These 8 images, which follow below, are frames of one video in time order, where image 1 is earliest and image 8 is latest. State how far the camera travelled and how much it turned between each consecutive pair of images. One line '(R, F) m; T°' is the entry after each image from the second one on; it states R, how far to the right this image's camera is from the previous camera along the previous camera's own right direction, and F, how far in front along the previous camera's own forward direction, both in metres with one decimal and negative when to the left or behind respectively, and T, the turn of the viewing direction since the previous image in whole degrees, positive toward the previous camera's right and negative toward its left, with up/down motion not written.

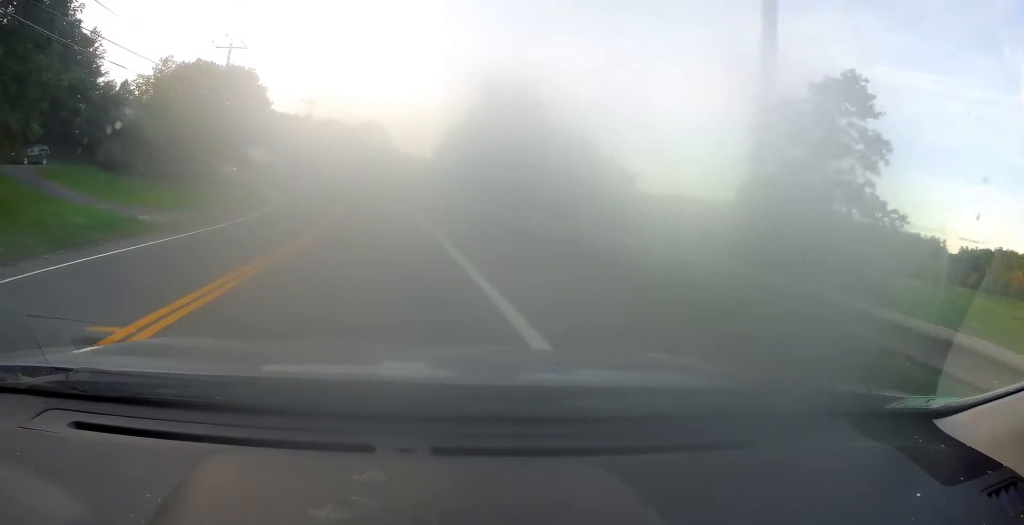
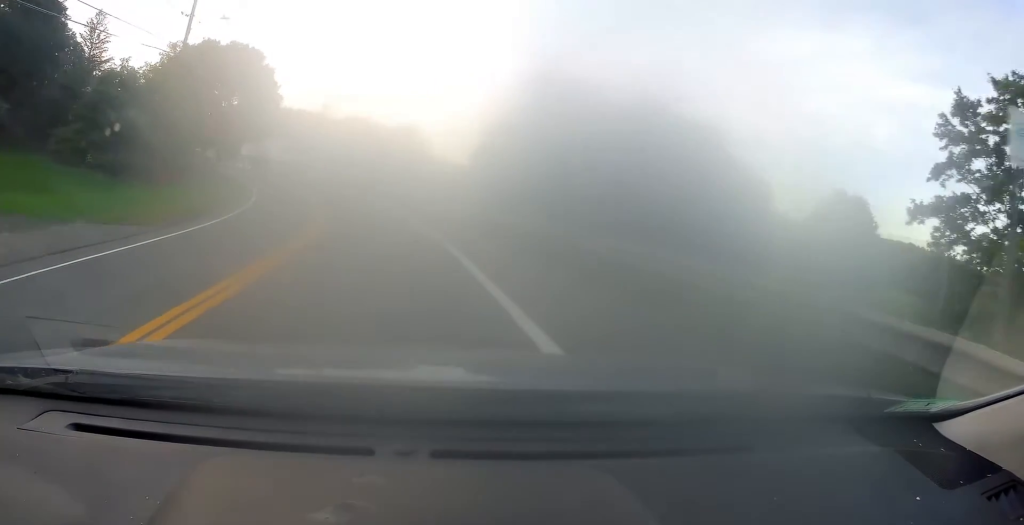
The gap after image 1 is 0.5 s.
(-0.3, +11.6) m; -4°
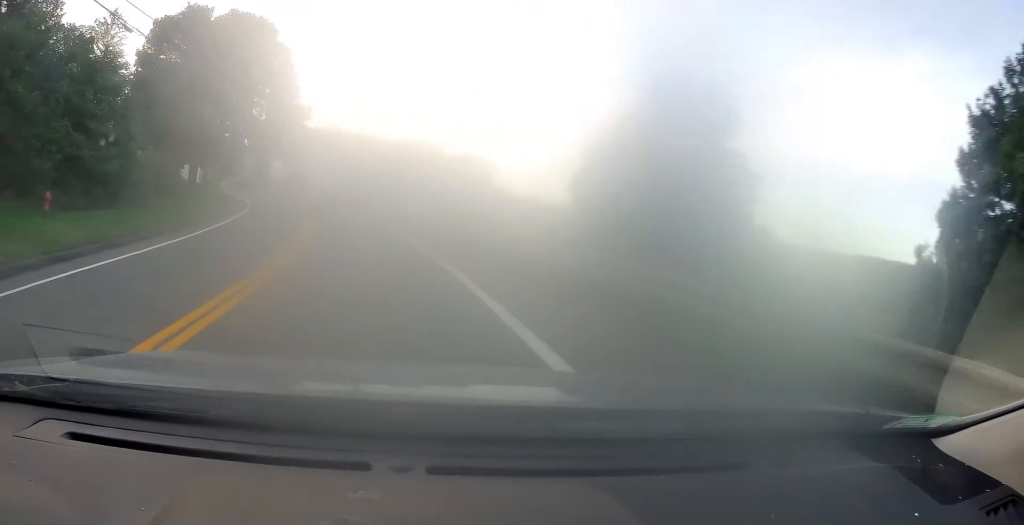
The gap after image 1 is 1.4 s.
(-1.0, +19.1) m; -7°
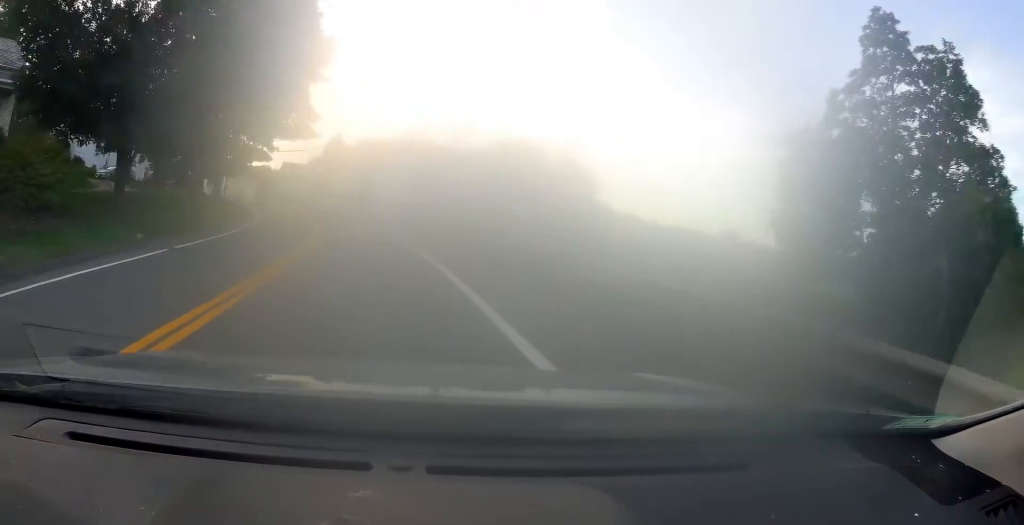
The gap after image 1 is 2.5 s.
(-1.7, +21.5) m; -7°
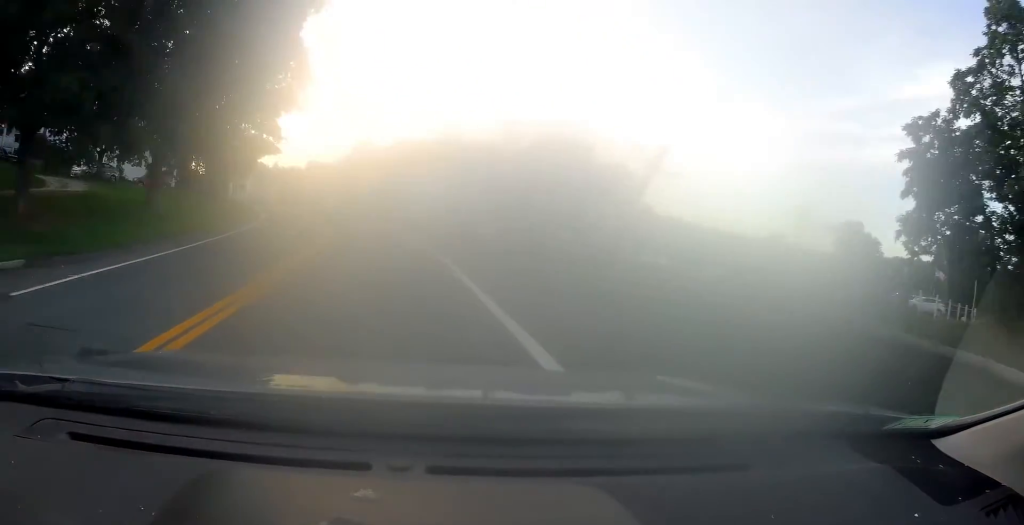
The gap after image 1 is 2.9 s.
(0.0, +8.0) m; -3°
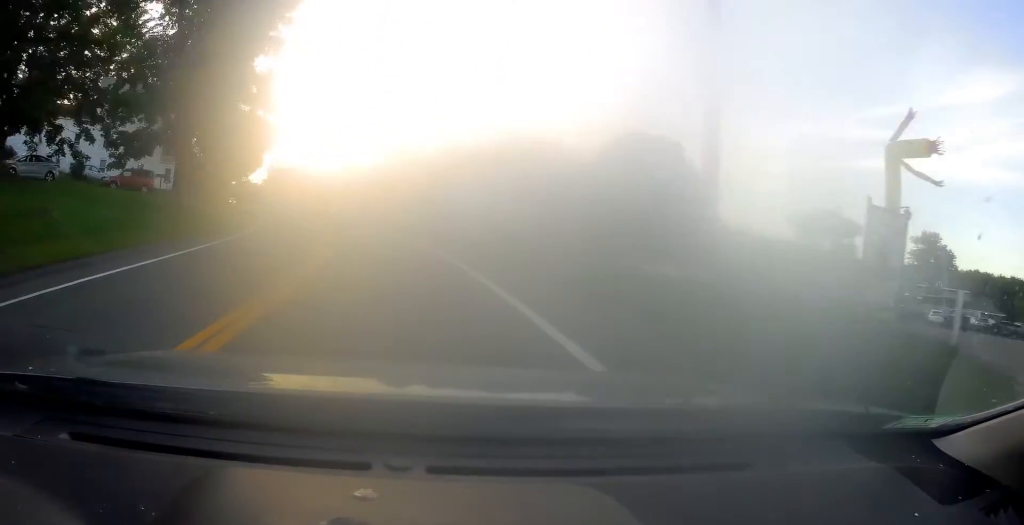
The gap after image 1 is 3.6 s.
(-0.5, +13.9) m; -5°
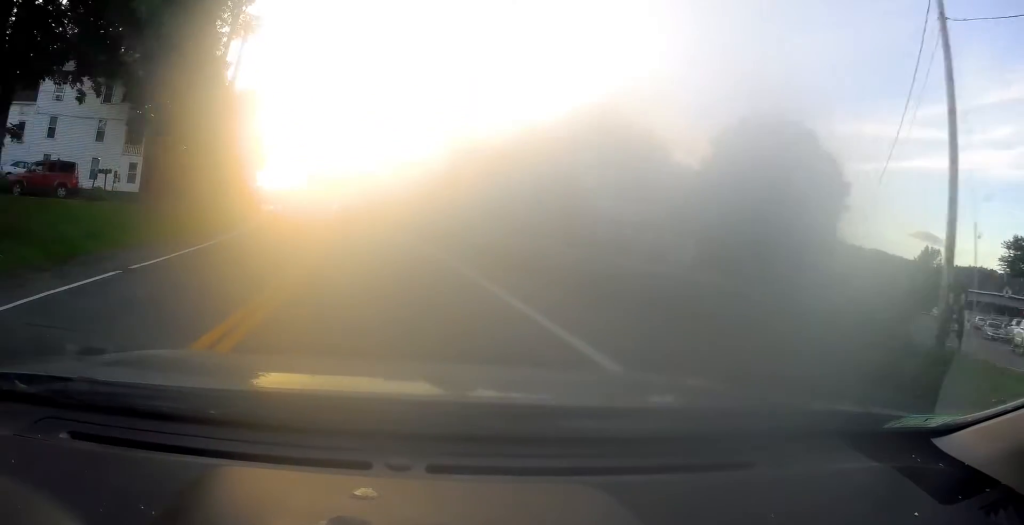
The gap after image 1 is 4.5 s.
(-1.2, +17.1) m; -7°
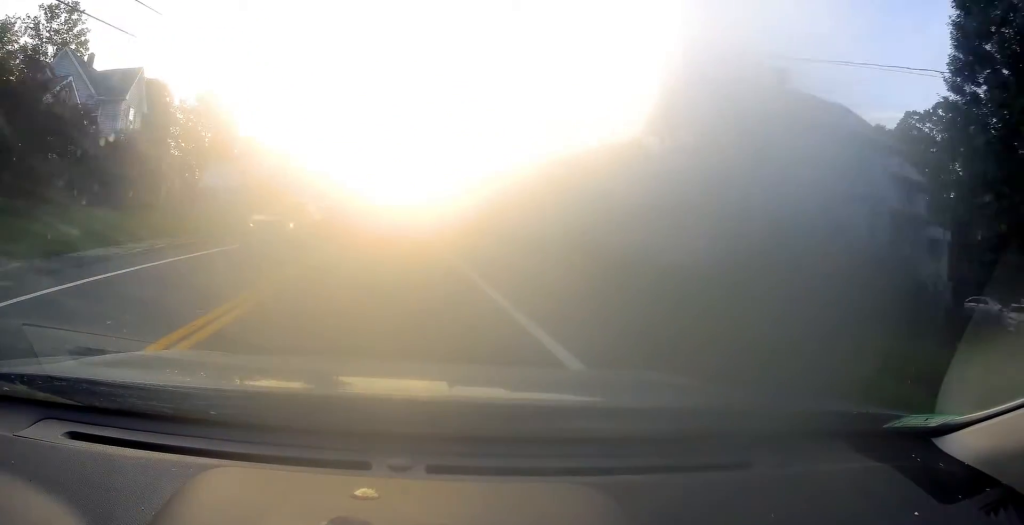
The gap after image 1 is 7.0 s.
(-5.1, +49.2) m; -9°
